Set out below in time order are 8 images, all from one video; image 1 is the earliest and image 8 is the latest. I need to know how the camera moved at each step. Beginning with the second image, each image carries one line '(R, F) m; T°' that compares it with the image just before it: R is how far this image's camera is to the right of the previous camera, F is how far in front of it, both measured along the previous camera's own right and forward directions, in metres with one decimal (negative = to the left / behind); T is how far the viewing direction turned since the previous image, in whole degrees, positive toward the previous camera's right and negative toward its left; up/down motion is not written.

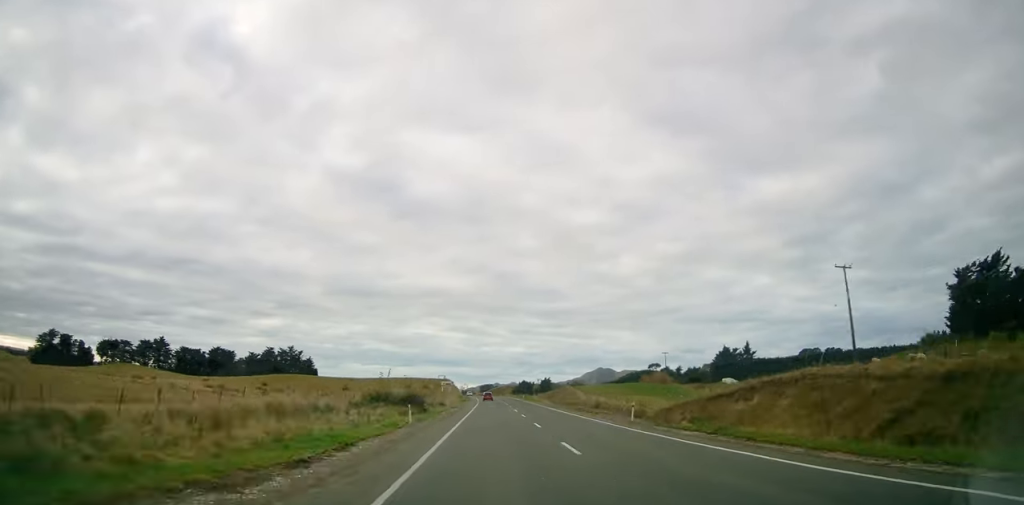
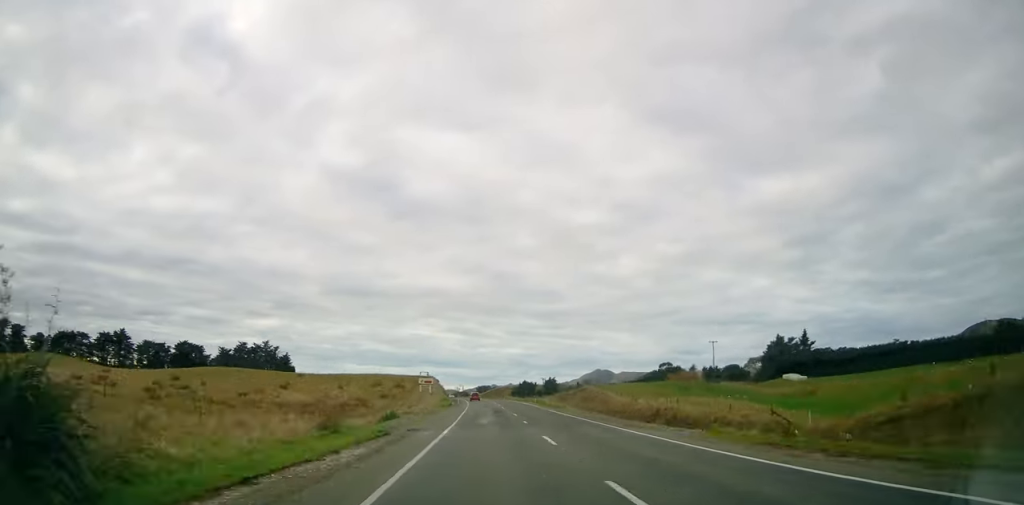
(+0.3, +37.8) m; -1°
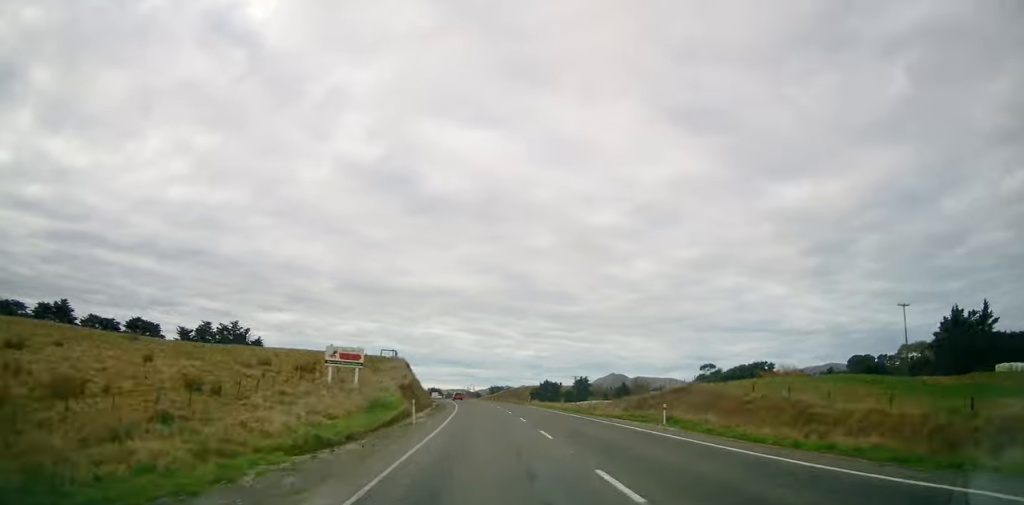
(-0.2, +58.6) m; -2°
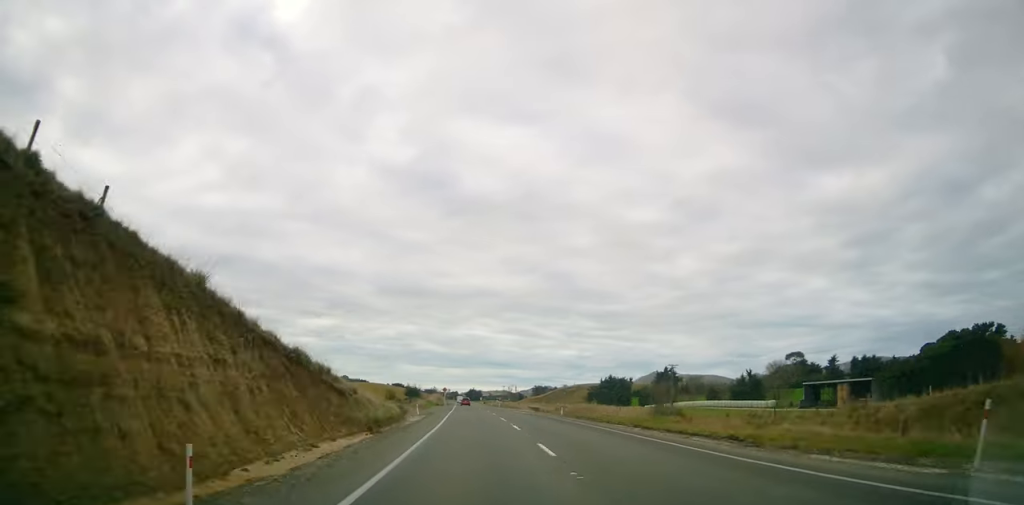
(-1.2, +62.4) m; -3°
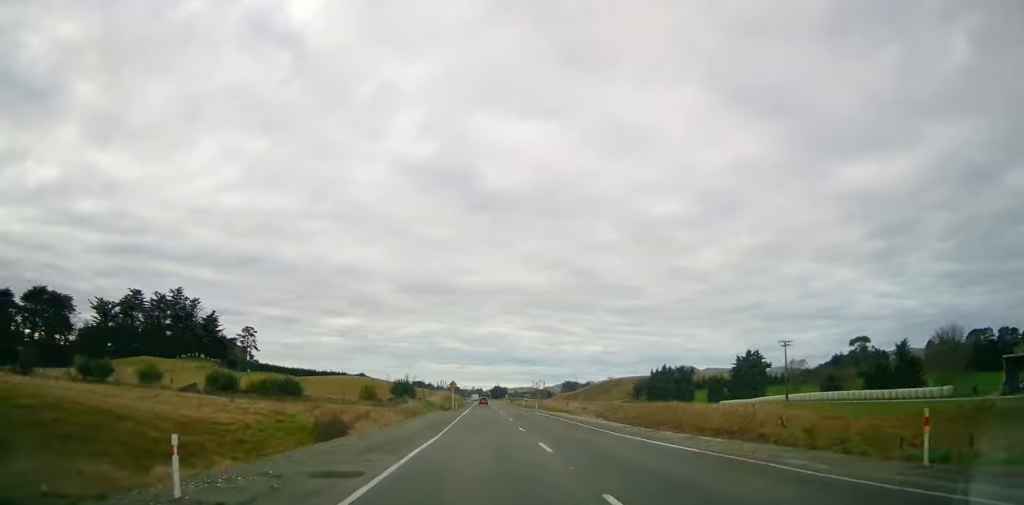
(-1.0, +38.7) m; -1°
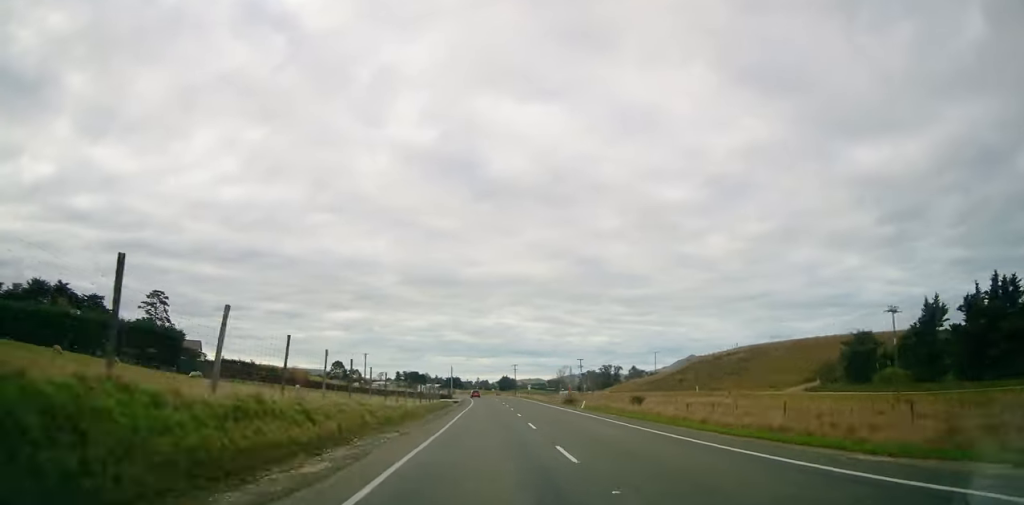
(-3.1, +121.3) m; -4°
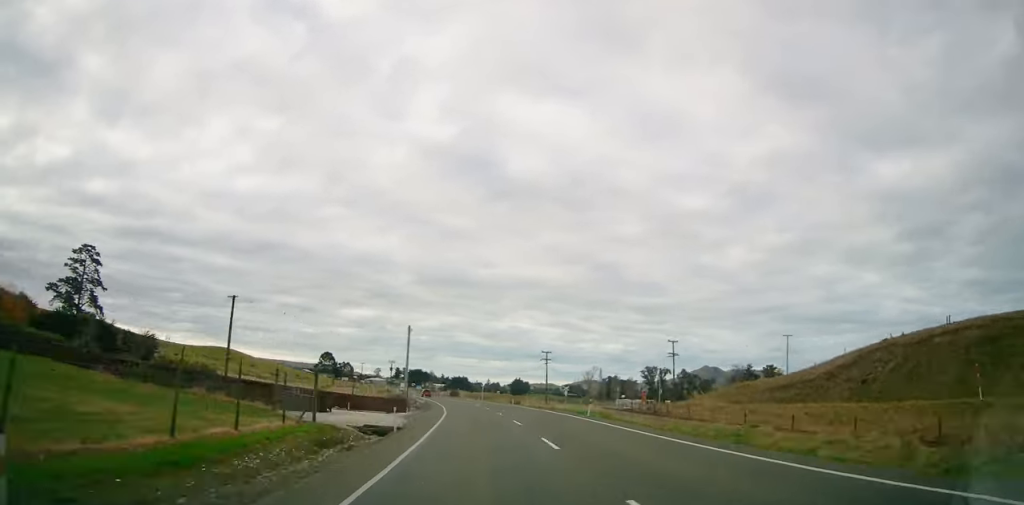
(-1.8, +66.9) m; -4°
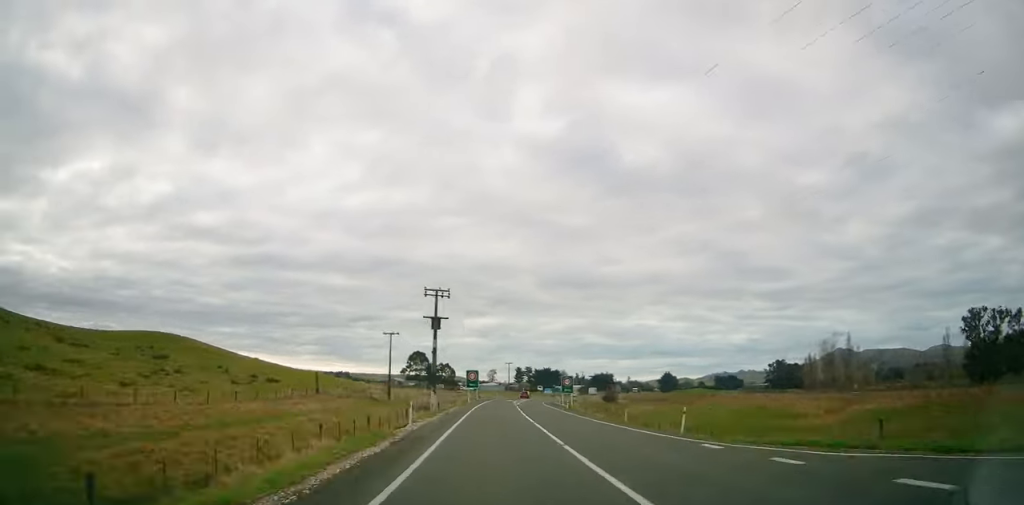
(-9.7, +126.1) m; -5°
